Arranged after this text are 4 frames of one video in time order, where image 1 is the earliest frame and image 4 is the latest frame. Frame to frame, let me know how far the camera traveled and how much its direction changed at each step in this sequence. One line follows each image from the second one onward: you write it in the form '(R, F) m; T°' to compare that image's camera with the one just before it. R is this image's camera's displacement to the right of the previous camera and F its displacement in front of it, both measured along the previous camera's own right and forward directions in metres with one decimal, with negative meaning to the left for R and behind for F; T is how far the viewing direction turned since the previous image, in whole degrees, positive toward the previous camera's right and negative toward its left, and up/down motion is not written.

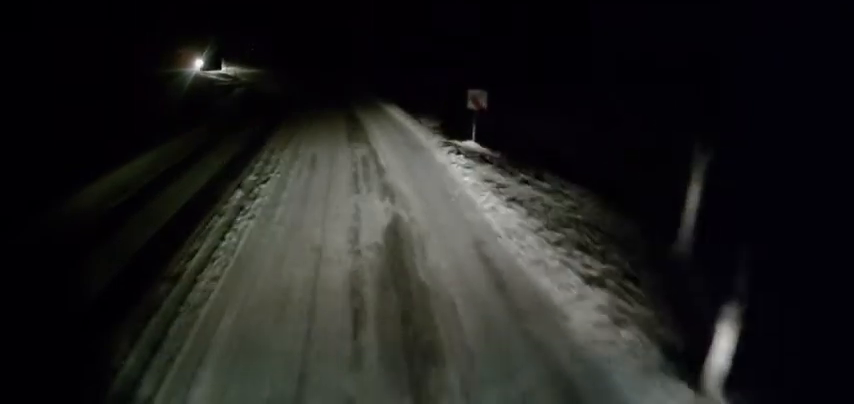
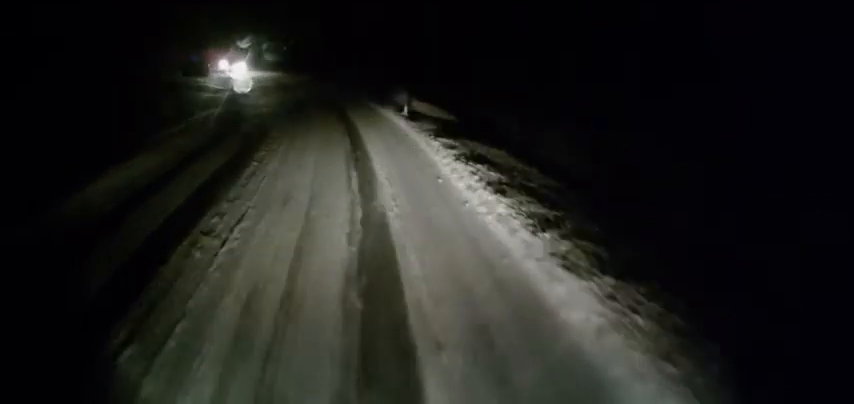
(-0.6, +13.5) m; -4°
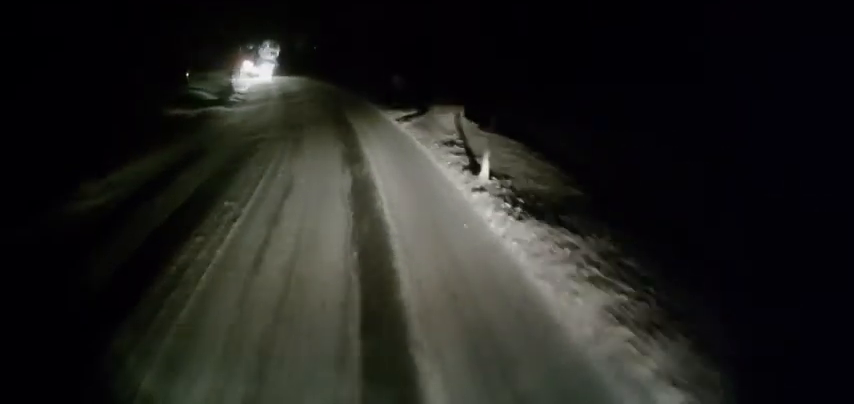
(-0.2, +10.7) m; -3°
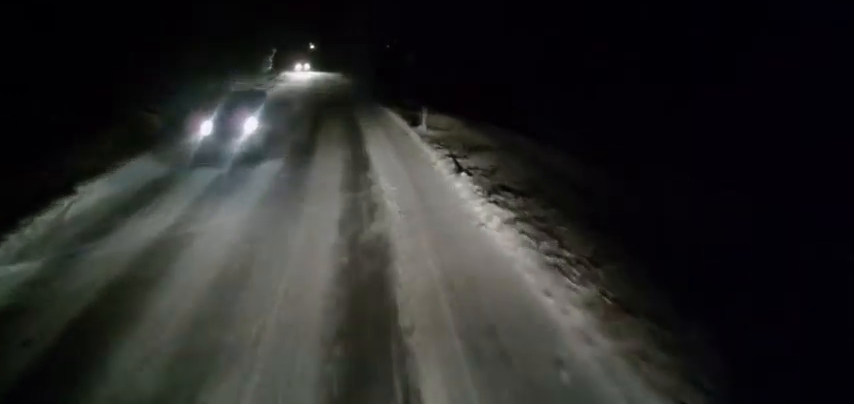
(-1.3, +23.2) m; -8°
